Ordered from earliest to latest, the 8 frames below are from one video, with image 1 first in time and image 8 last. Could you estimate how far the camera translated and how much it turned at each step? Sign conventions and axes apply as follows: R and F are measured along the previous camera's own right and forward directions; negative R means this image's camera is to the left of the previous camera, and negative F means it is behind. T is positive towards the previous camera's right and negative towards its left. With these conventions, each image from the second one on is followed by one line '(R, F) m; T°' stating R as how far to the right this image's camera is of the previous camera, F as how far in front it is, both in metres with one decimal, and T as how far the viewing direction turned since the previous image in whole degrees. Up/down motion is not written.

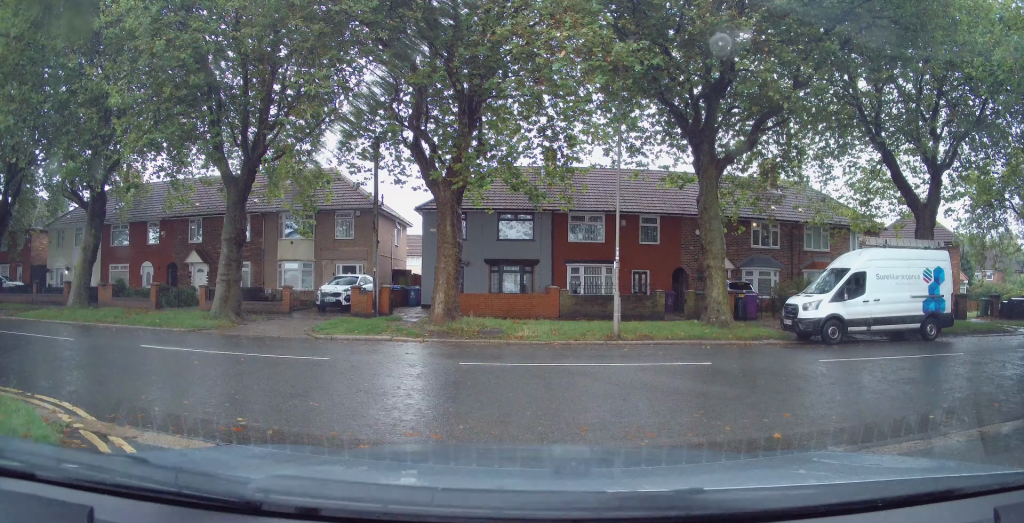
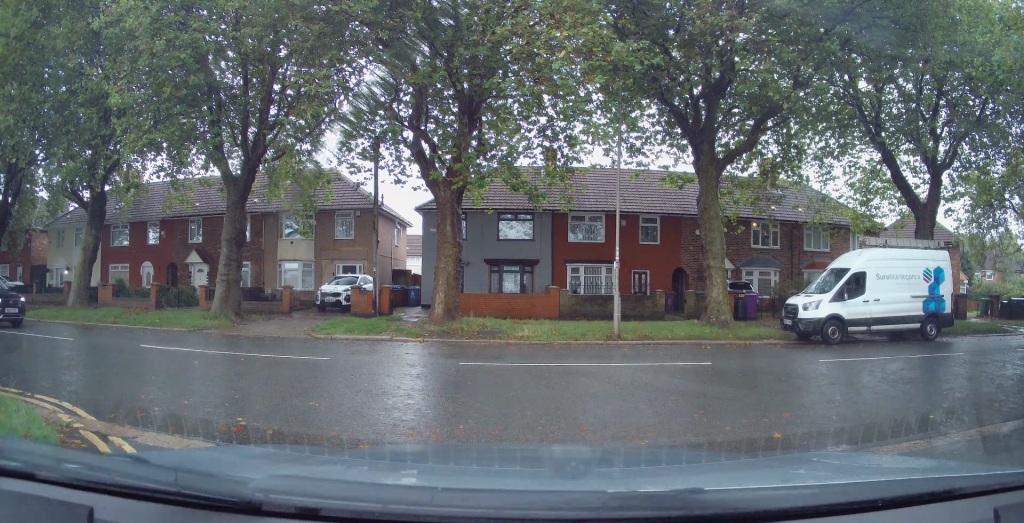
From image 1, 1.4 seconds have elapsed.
(0.0, 0.0) m; 0°
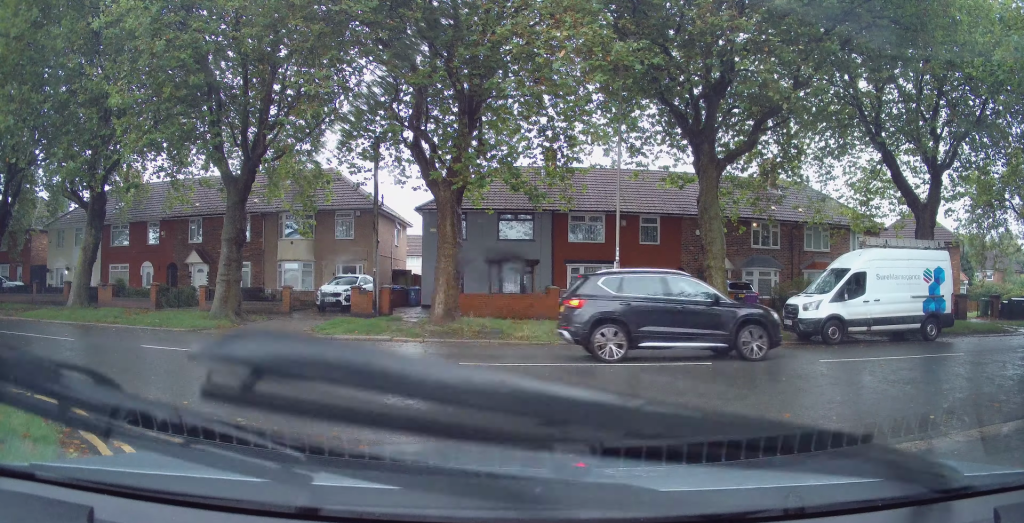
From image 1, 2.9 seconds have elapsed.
(0.0, 0.0) m; 0°
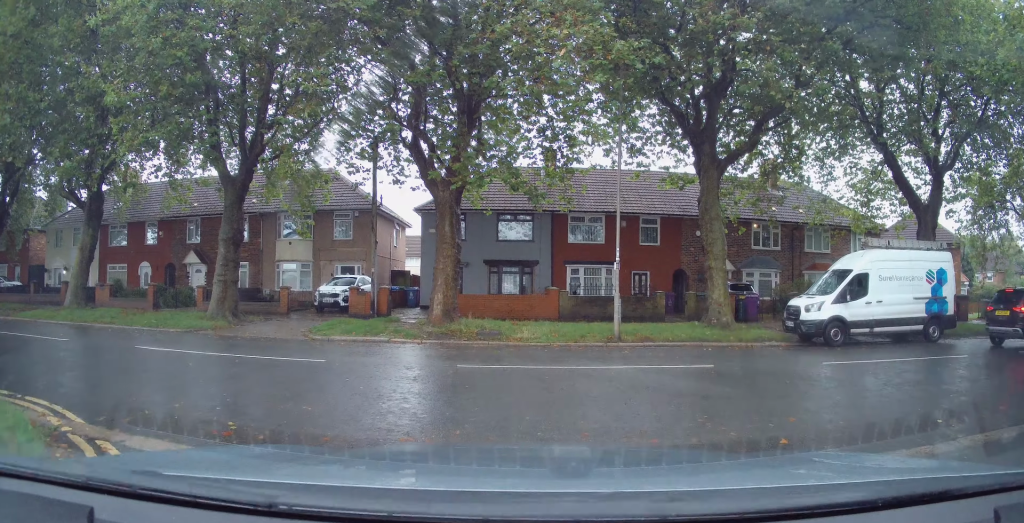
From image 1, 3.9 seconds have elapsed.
(0.0, 0.0) m; 0°
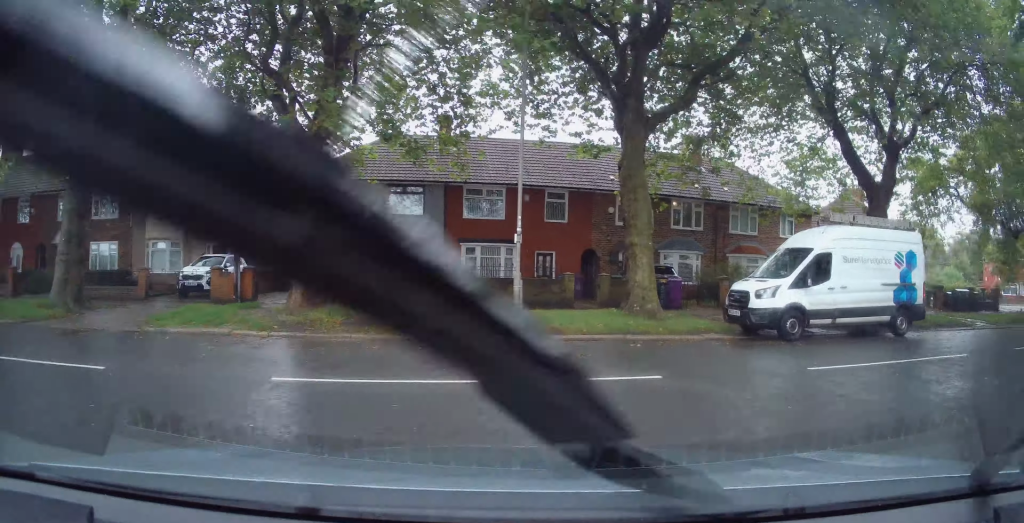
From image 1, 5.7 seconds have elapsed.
(+0.2, +2.2) m; 0°
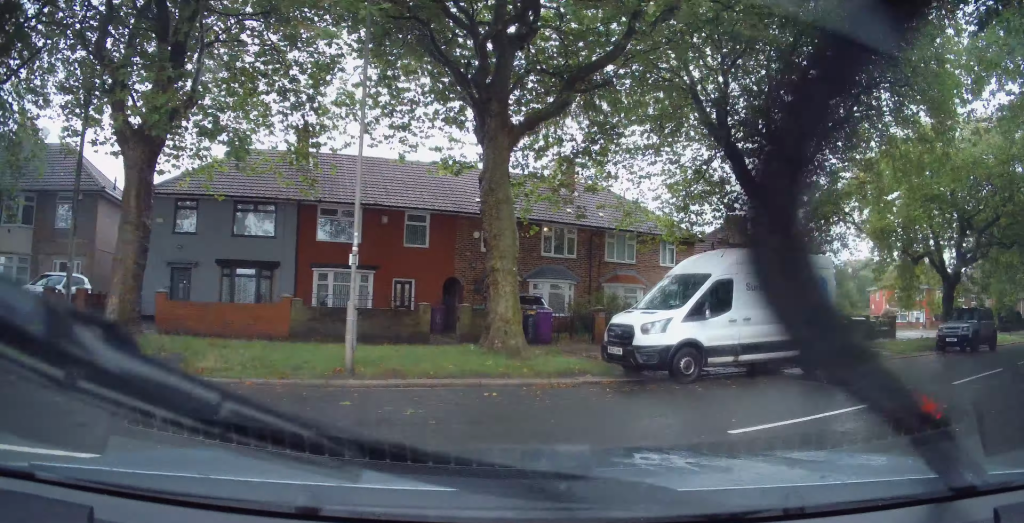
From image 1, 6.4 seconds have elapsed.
(0.0, +1.8) m; +6°
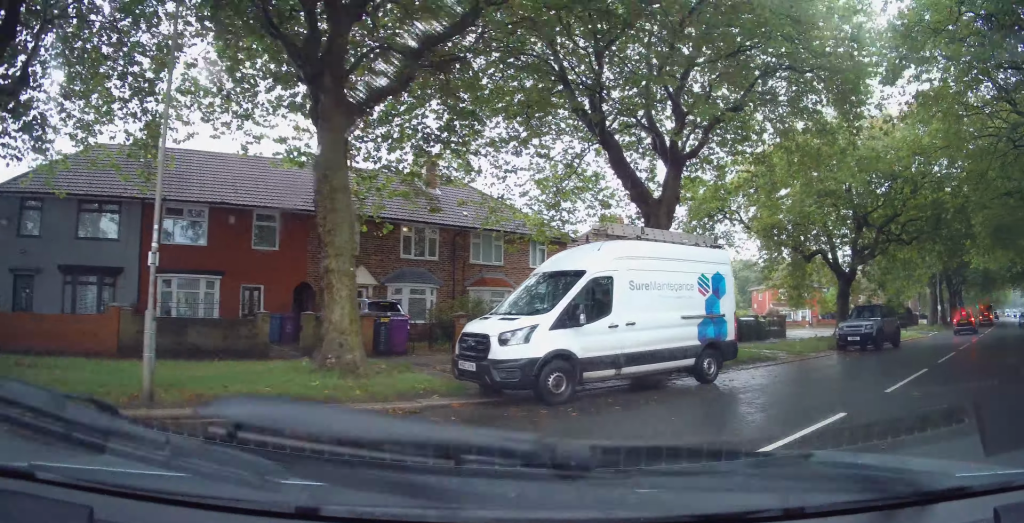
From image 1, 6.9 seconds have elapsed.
(-0.3, +1.6) m; +8°
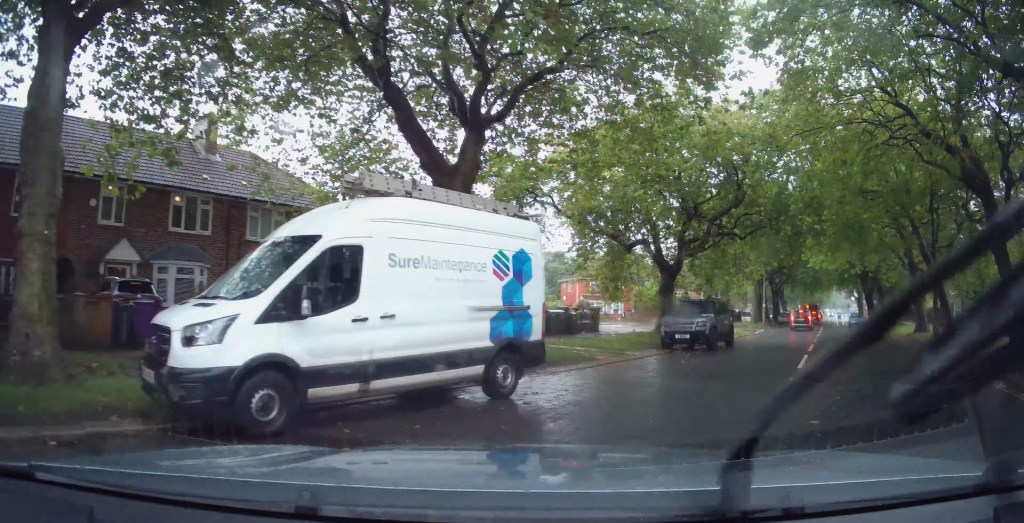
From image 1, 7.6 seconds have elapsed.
(+0.6, +2.6) m; +18°
